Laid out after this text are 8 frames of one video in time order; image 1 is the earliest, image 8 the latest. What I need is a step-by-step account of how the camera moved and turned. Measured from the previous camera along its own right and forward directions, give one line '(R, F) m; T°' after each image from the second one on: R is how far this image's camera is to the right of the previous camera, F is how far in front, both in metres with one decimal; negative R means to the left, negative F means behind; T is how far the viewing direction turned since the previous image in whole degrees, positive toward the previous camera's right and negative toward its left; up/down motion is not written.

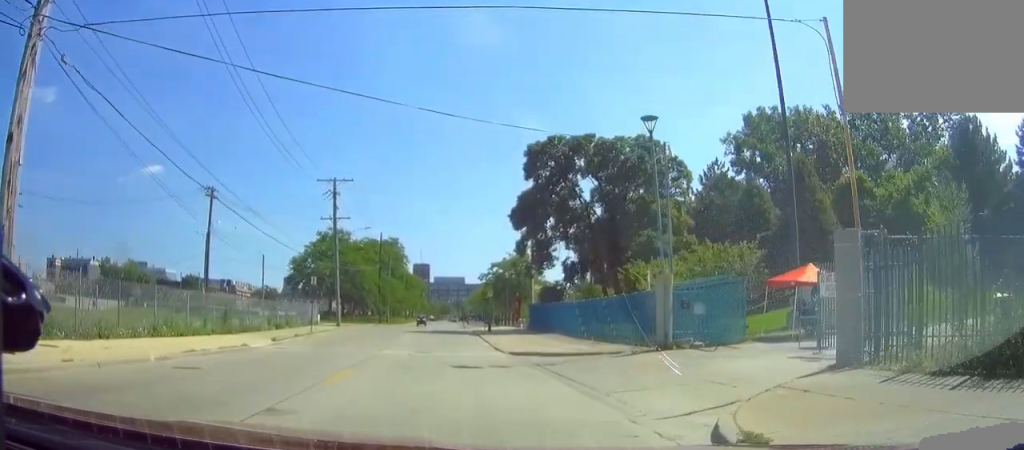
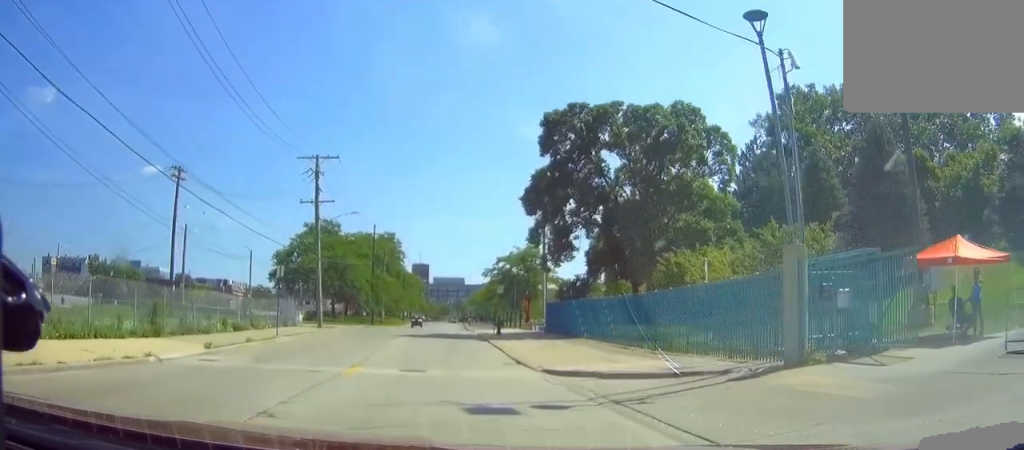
(0.0, +7.8) m; 0°
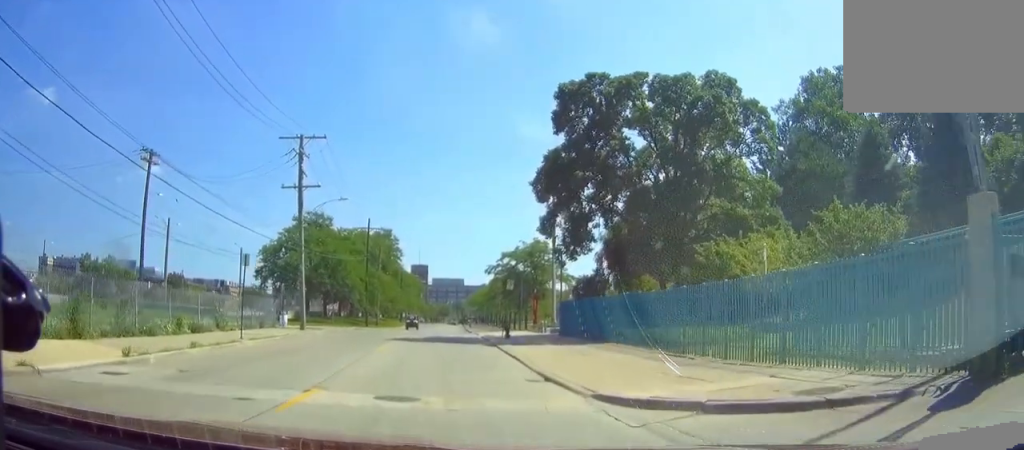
(0.0, +5.5) m; 0°
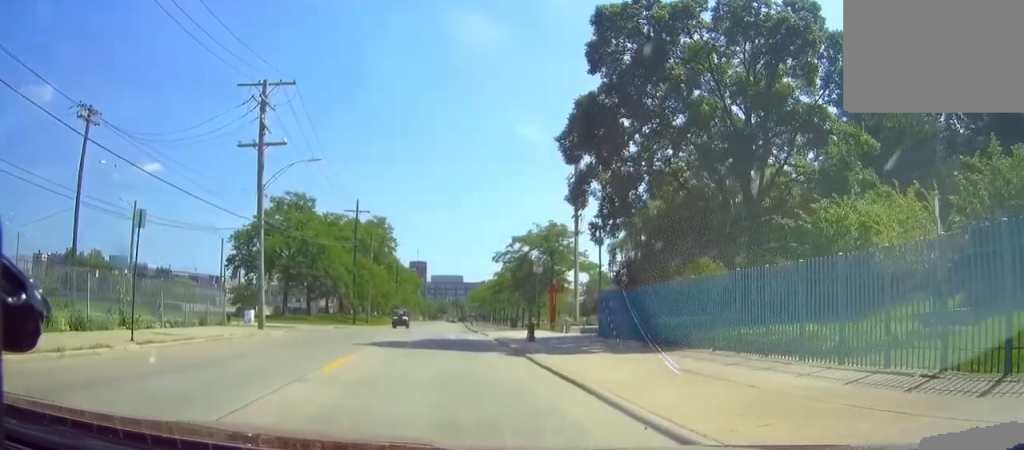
(0.0, +9.5) m; 0°
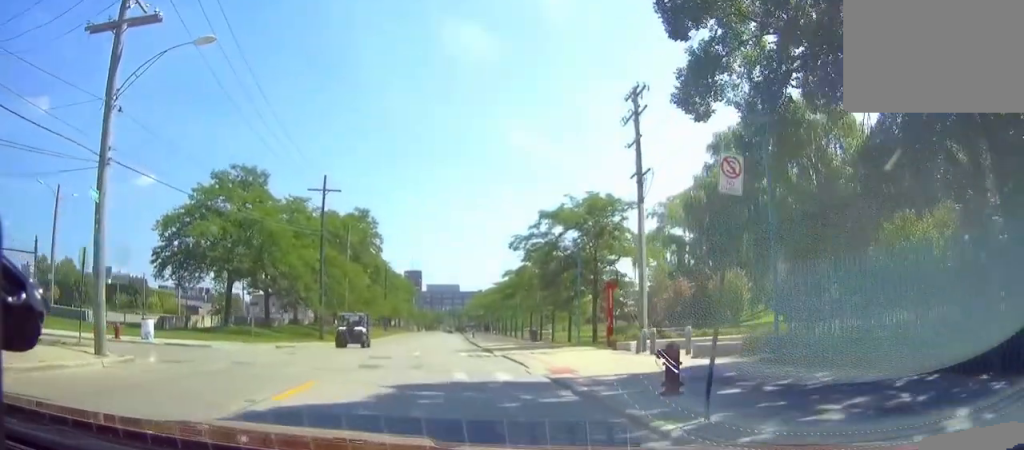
(0.0, +16.1) m; 0°
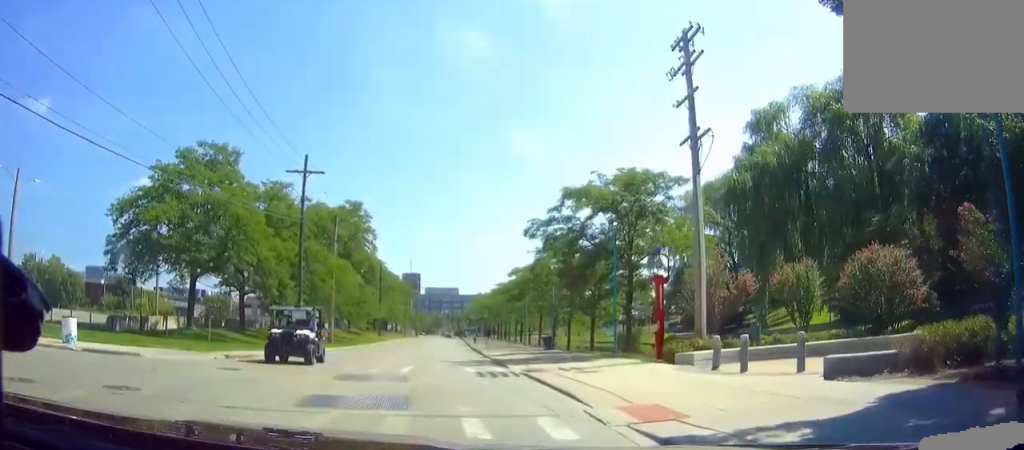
(0.0, +7.5) m; 0°
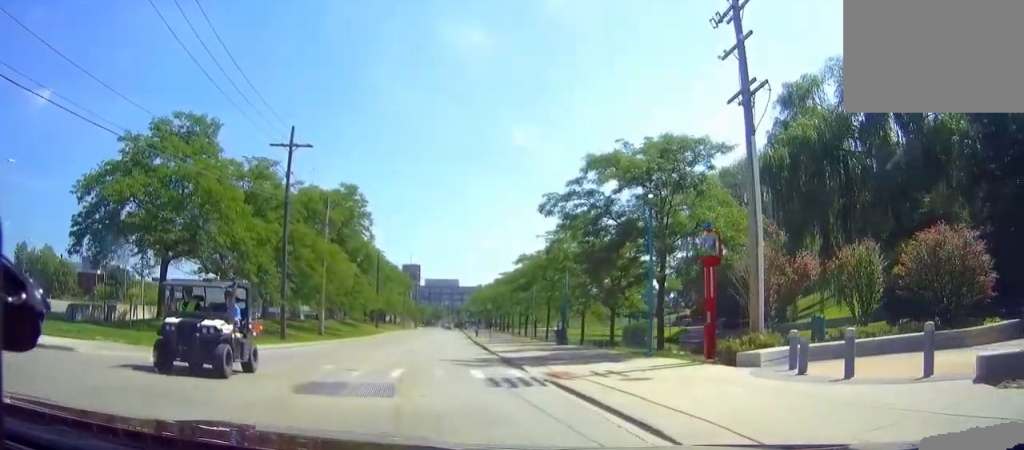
(0.0, +4.5) m; 0°
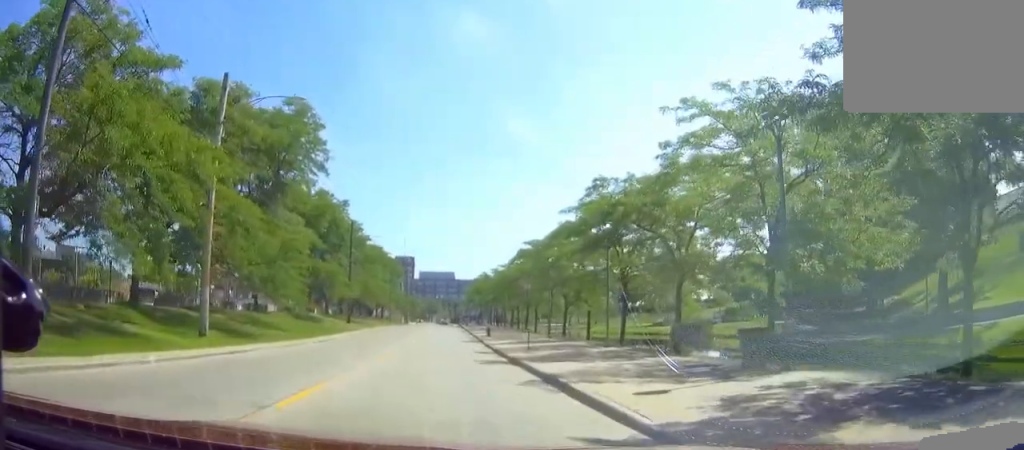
(-0.4, +25.2) m; -1°
